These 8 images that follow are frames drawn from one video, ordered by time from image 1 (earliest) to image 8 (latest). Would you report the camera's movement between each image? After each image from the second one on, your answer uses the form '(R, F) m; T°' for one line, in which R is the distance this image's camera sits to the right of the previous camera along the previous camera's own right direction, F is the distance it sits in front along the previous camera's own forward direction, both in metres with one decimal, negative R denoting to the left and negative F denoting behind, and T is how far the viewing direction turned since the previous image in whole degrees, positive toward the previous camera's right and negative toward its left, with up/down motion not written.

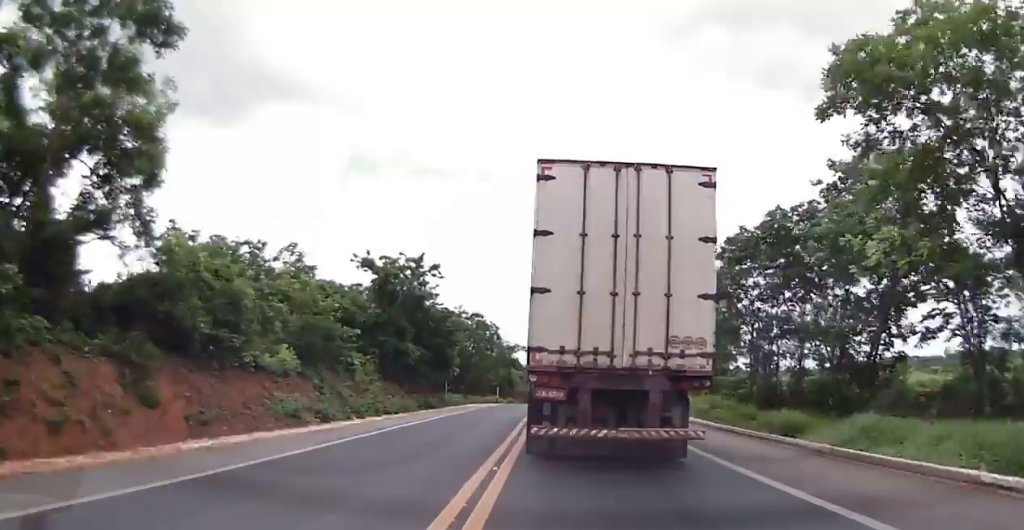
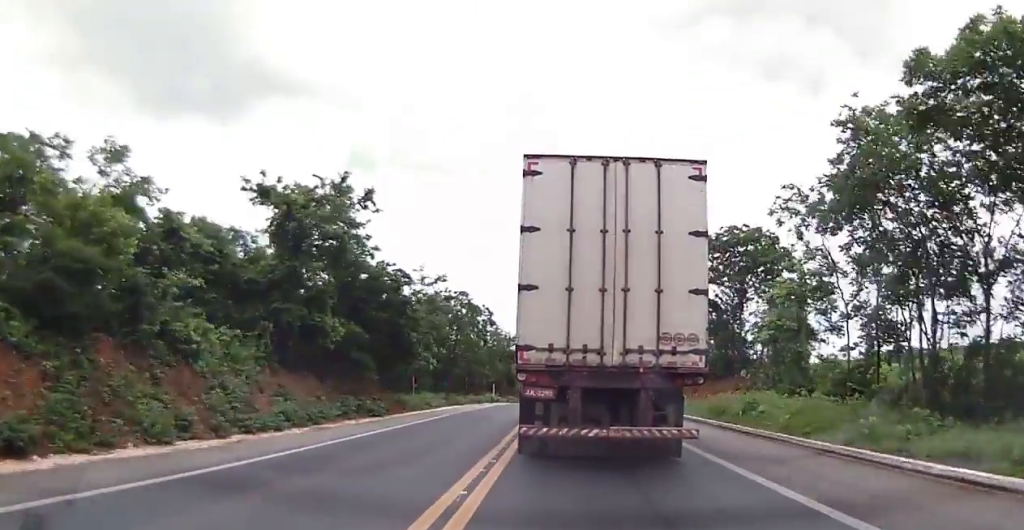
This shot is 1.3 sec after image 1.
(+0.4, +13.7) m; +2°
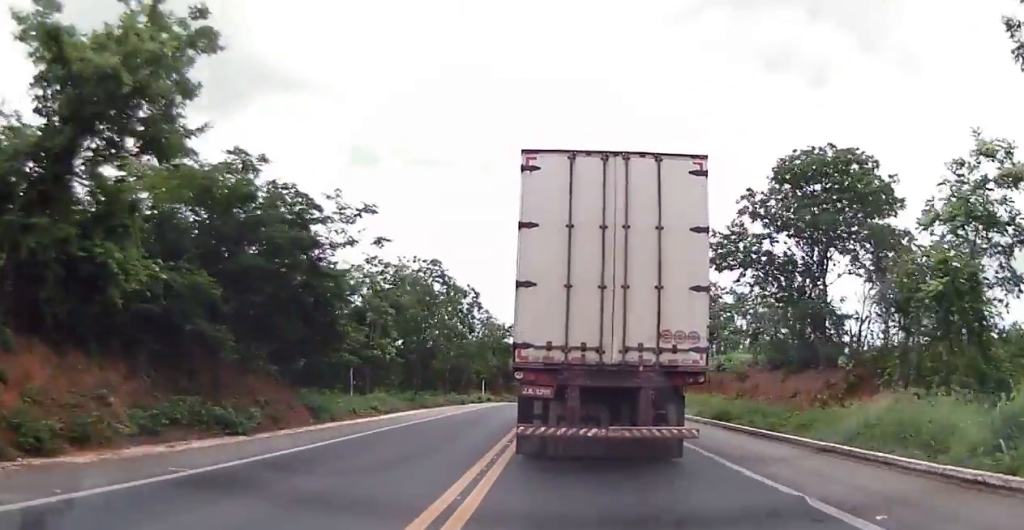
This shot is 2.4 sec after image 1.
(0.0, +12.5) m; 0°
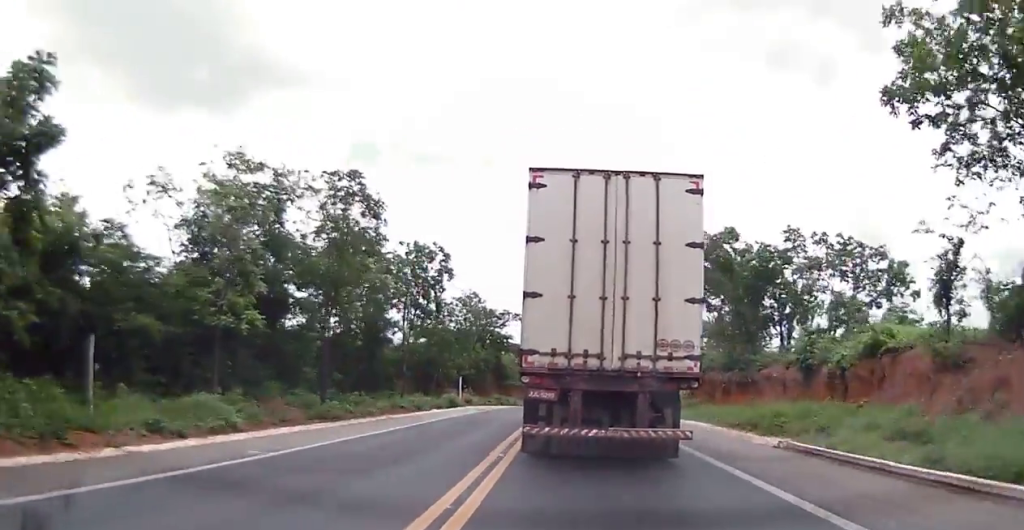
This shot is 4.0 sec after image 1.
(0.0, +17.5) m; 0°
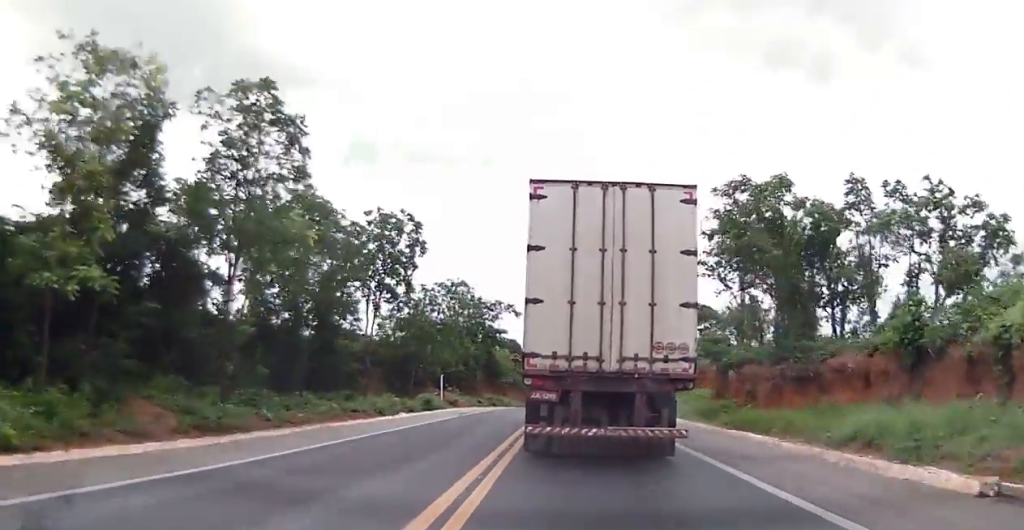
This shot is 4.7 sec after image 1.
(0.0, +7.8) m; 0°
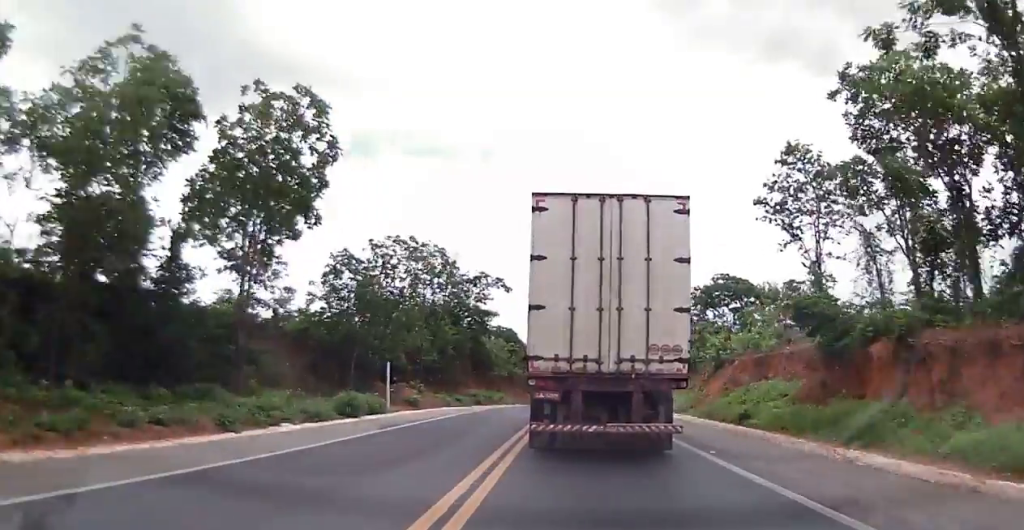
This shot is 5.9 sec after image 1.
(+0.1, +13.9) m; 0°
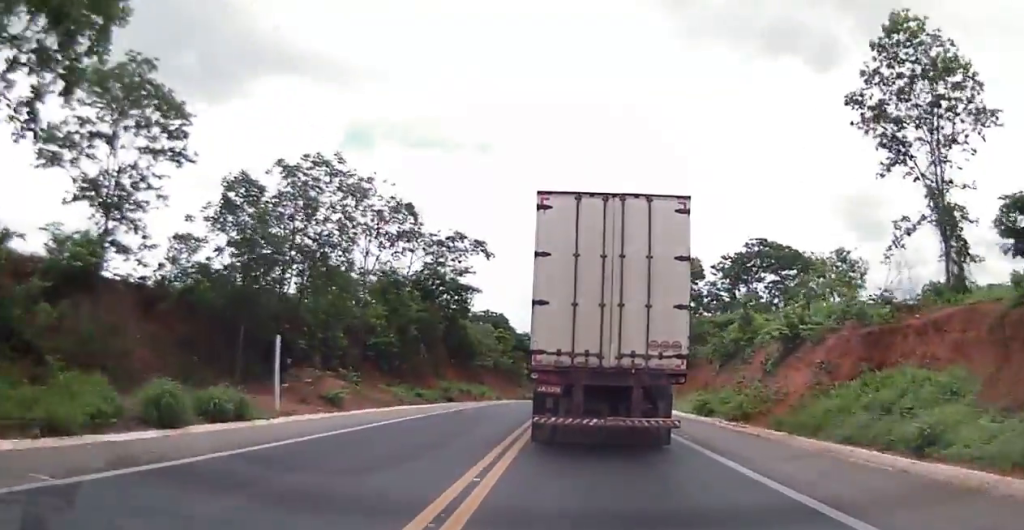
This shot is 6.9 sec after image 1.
(-0.1, +11.4) m; -1°
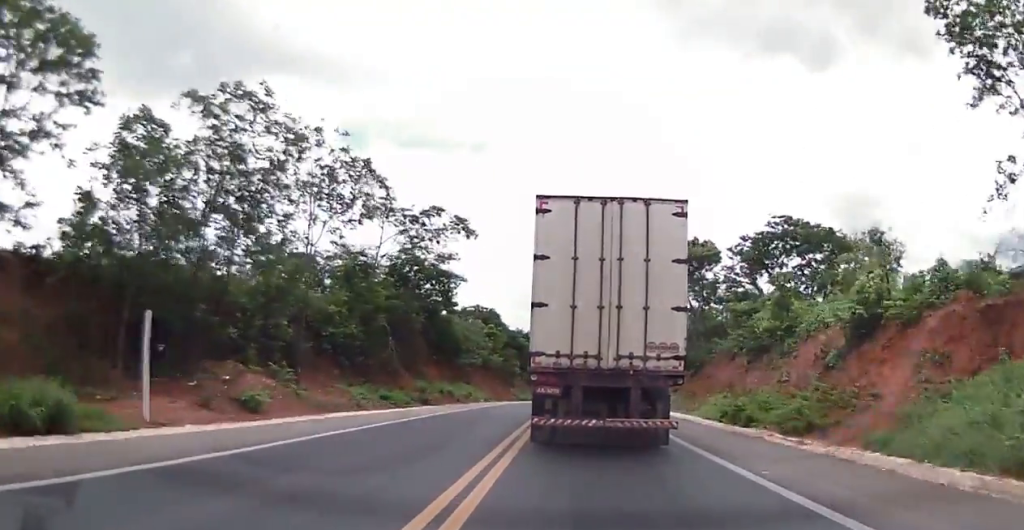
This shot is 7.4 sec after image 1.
(0.0, +6.1) m; 0°
